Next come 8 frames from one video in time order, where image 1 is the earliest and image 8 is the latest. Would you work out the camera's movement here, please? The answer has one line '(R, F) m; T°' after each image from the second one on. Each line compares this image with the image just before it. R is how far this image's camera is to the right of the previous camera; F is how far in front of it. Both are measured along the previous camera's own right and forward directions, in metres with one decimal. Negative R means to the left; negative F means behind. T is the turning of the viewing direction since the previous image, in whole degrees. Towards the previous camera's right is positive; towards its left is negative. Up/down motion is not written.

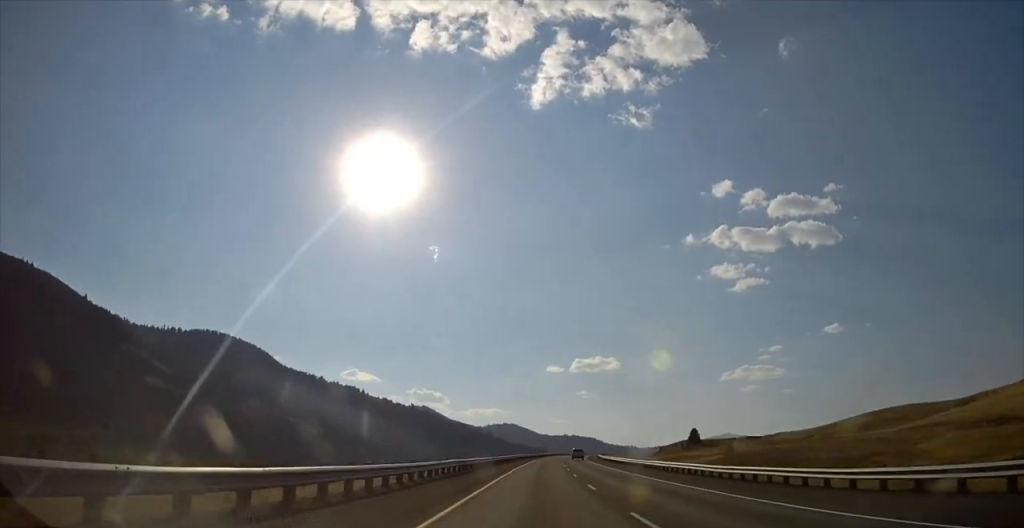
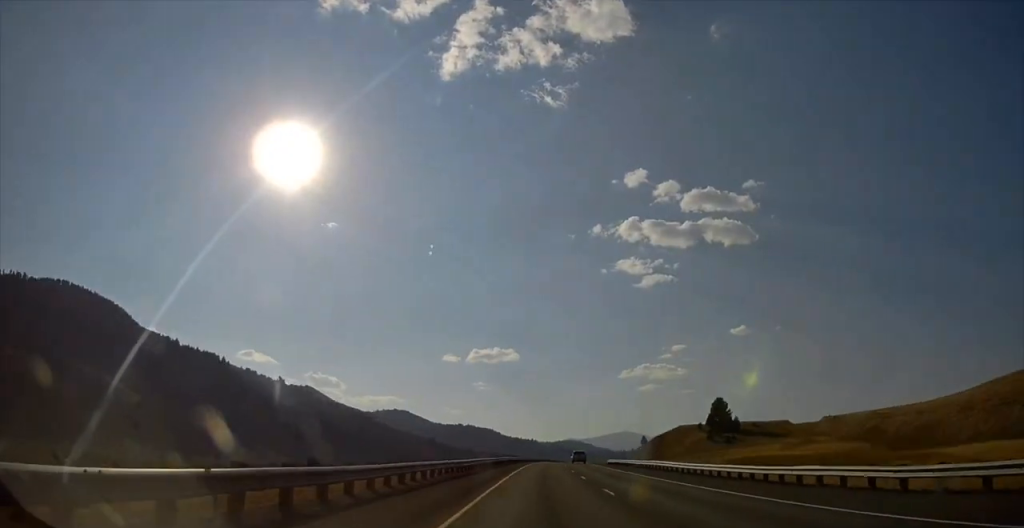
(+20.4, +271.9) m; +8°
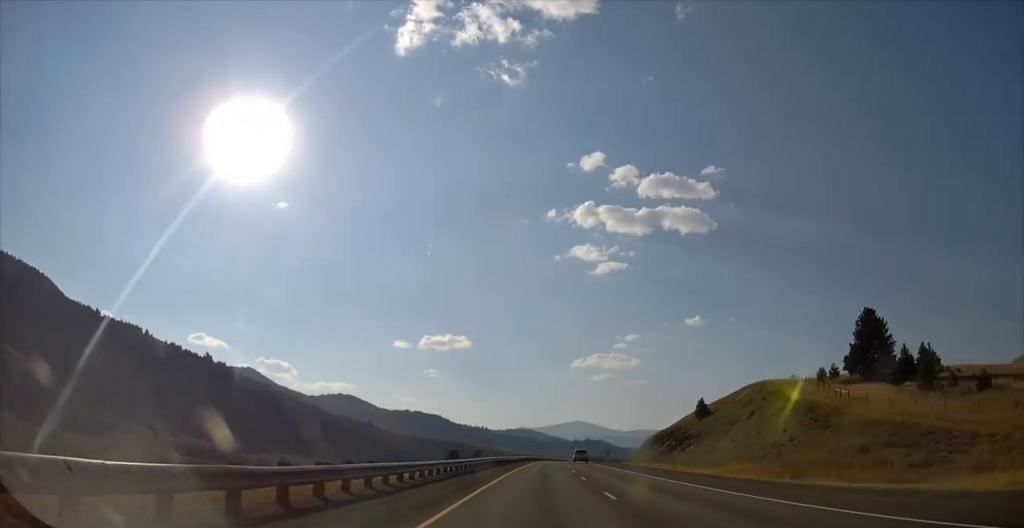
(+3.3, +136.3) m; +4°
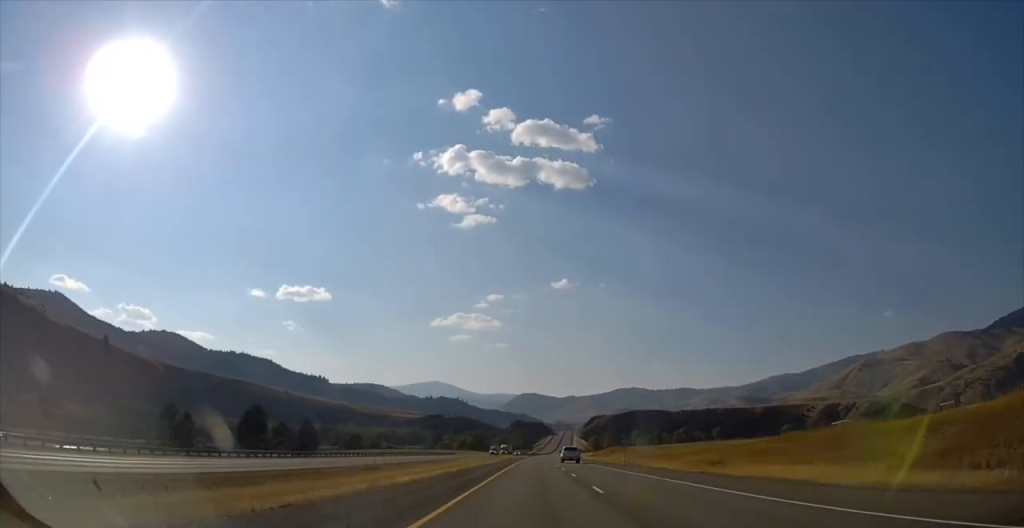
(+49.9, +448.5) m; +9°
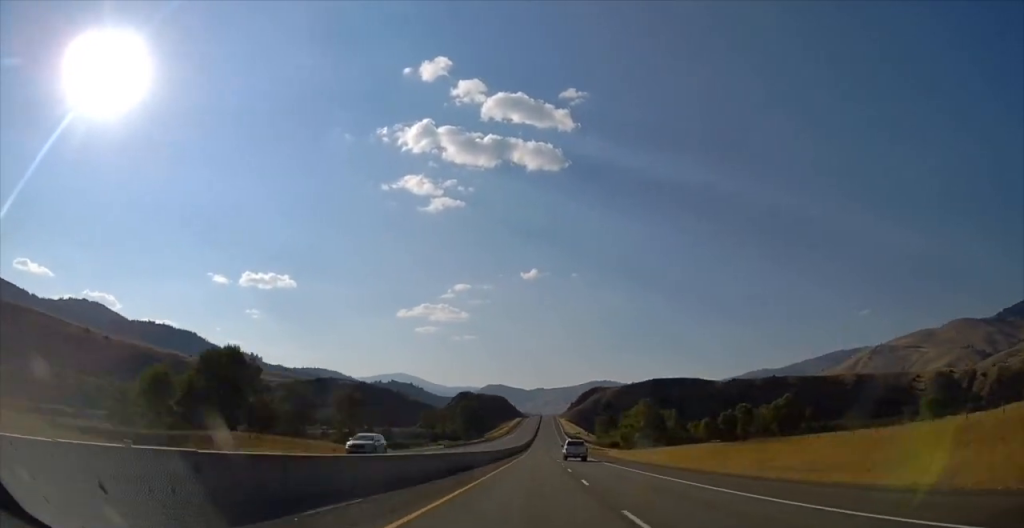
(+13.1, +365.8) m; +3°
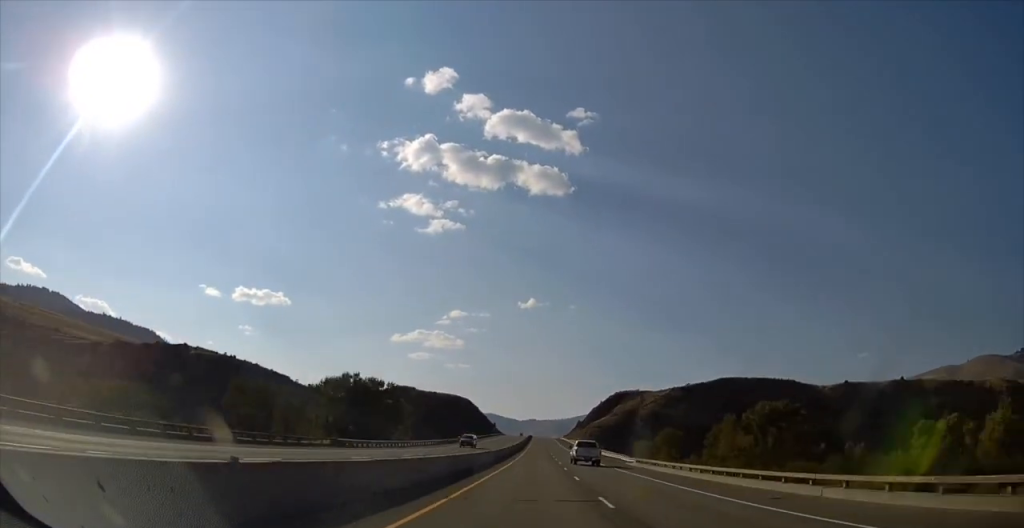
(+2.2, +228.5) m; +1°
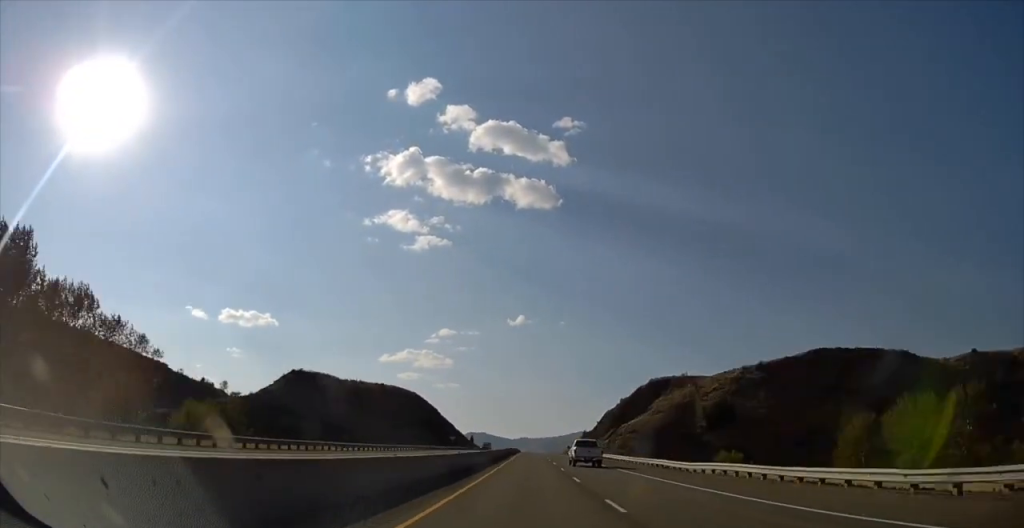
(+0.4, +124.2) m; 0°
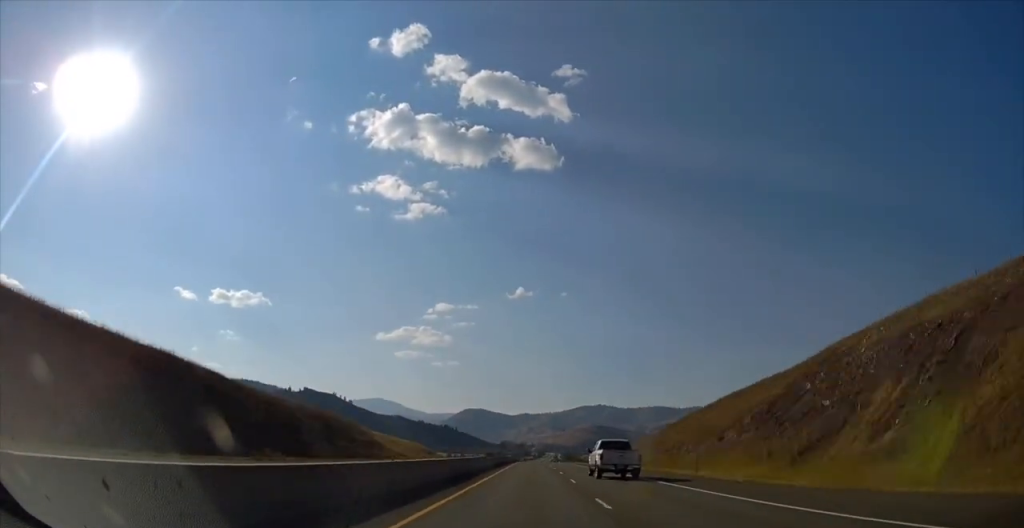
(+0.6, +411.6) m; 0°
